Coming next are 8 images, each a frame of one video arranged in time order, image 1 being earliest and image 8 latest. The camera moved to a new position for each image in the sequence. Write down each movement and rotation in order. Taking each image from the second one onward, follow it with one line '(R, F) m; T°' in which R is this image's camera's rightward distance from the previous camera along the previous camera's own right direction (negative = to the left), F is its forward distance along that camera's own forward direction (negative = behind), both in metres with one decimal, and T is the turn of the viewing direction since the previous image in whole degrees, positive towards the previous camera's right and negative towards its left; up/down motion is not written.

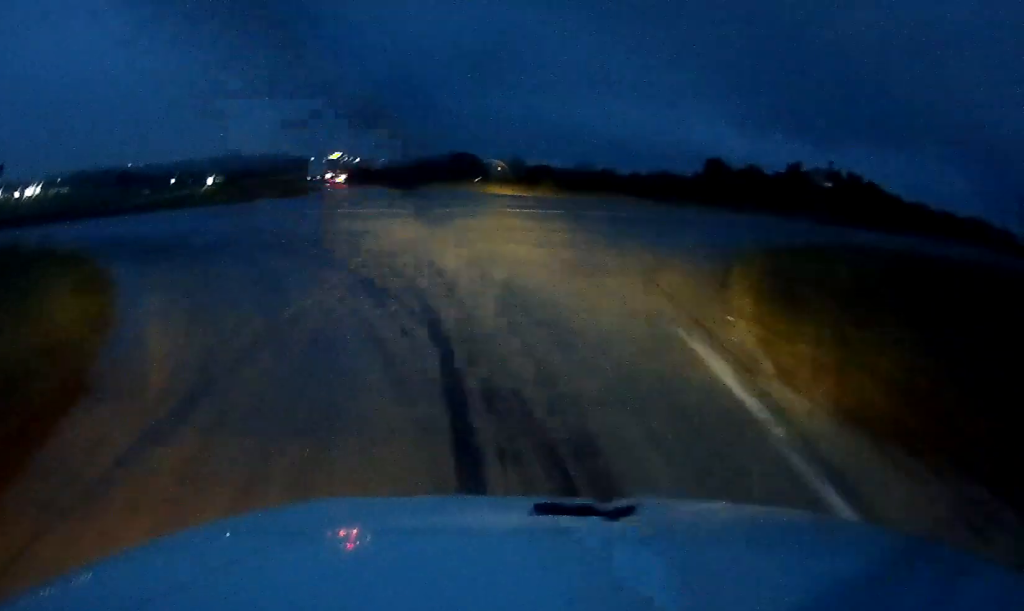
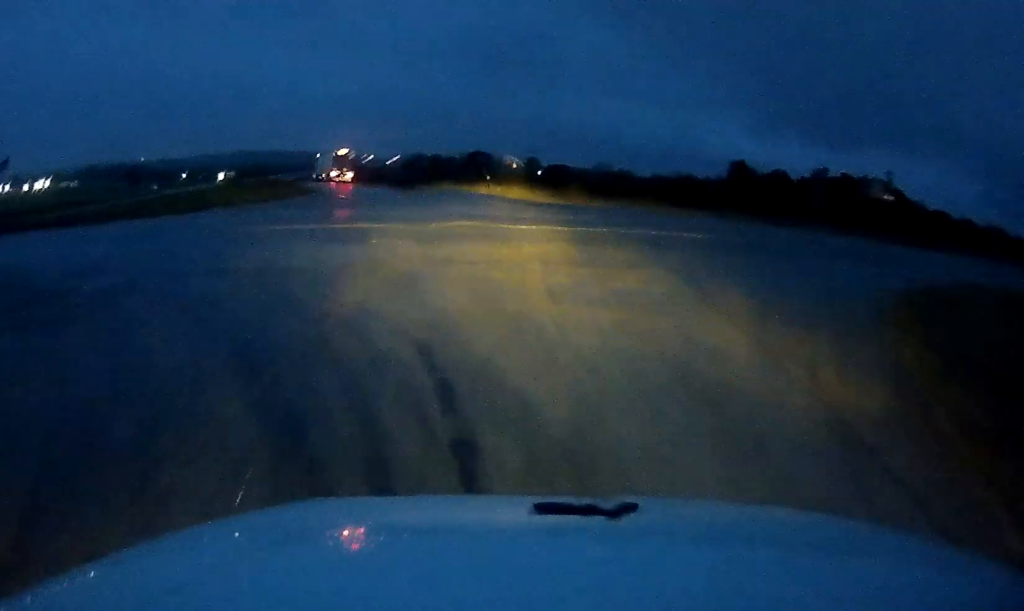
(-0.1, +10.6) m; 0°
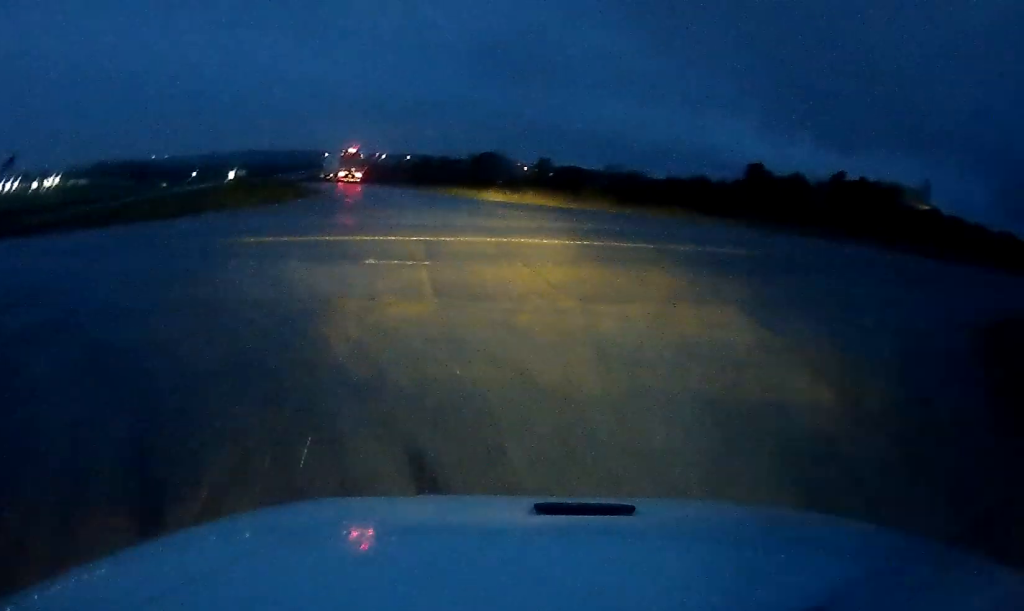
(+0.1, +4.7) m; 0°
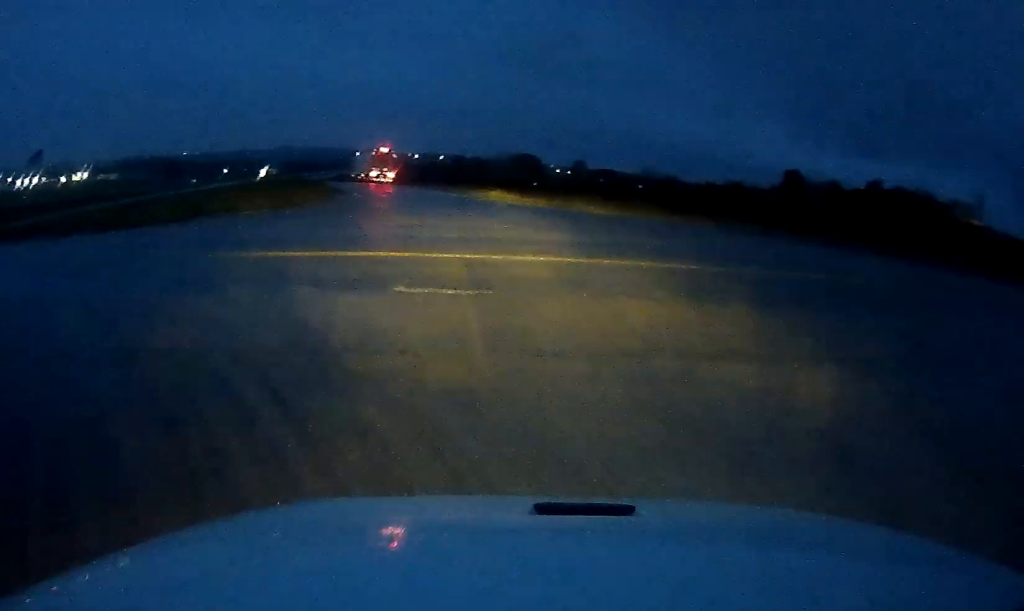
(0.0, +4.7) m; -1°
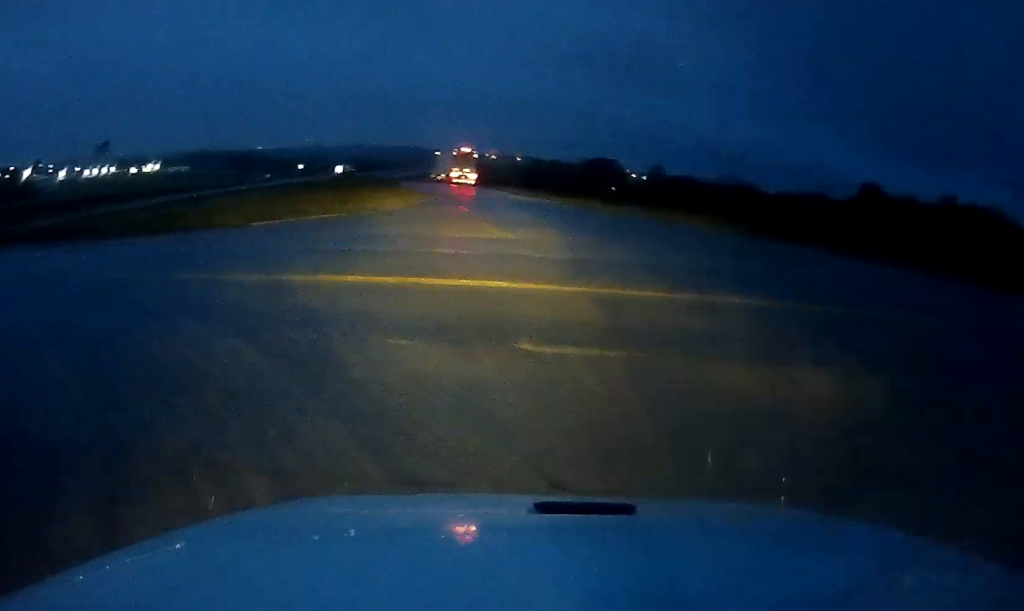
(-0.1, +5.4) m; -6°
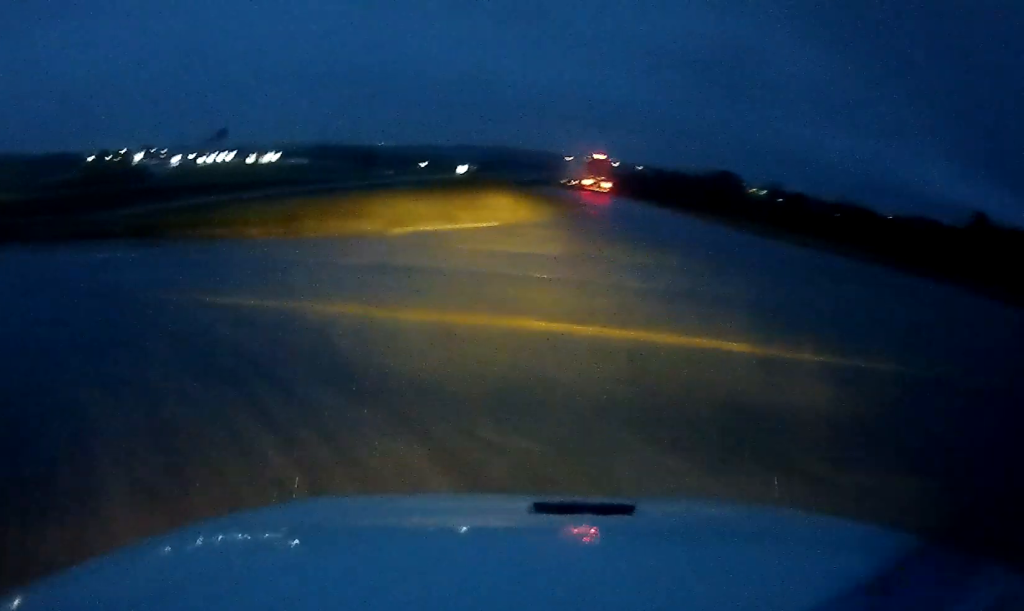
(-0.1, +3.3) m; -11°
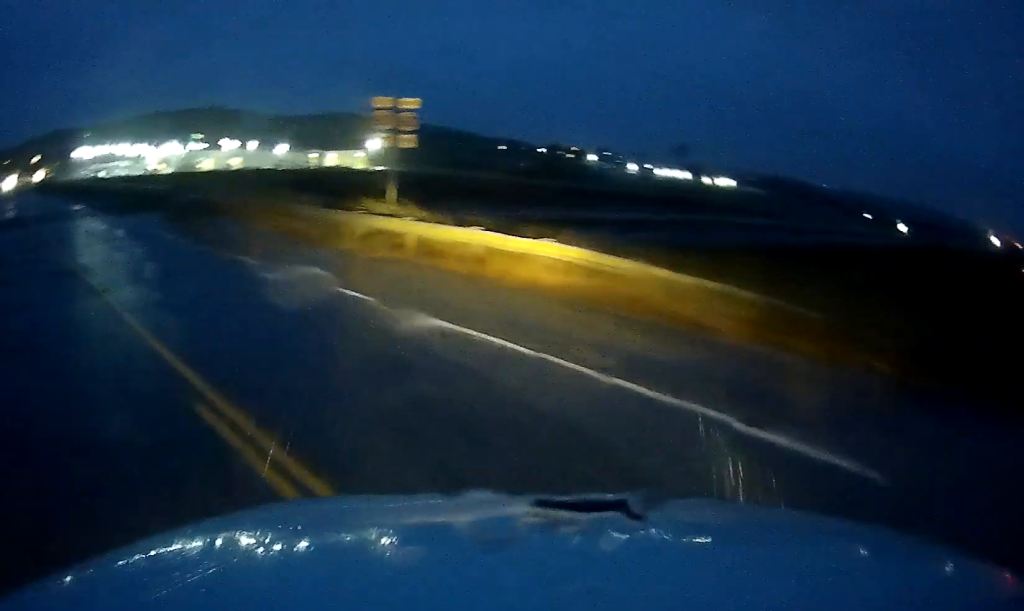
(-2.5, +6.3) m; -39°
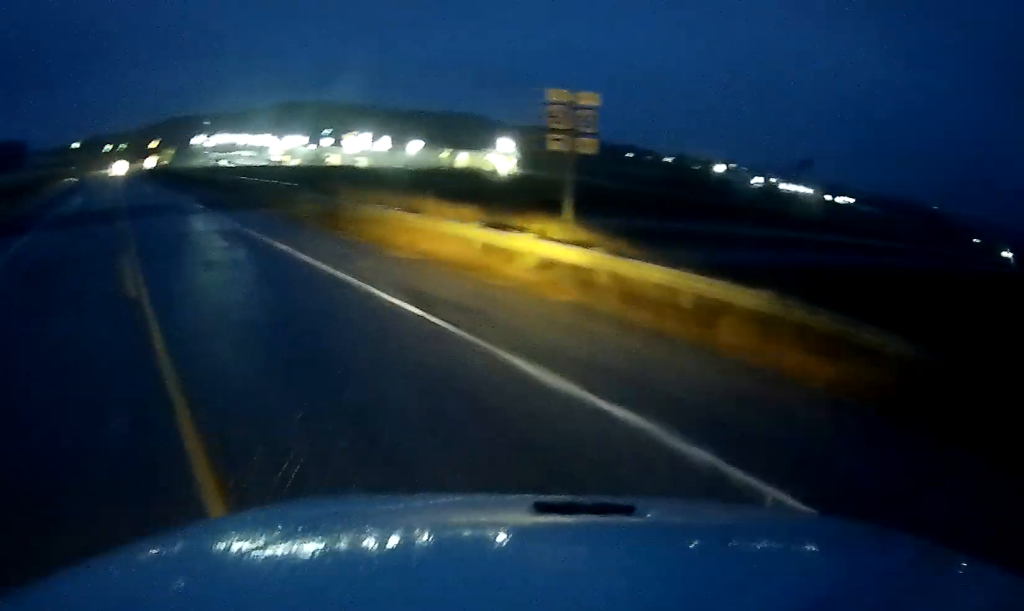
(0.0, +2.5) m; -9°
